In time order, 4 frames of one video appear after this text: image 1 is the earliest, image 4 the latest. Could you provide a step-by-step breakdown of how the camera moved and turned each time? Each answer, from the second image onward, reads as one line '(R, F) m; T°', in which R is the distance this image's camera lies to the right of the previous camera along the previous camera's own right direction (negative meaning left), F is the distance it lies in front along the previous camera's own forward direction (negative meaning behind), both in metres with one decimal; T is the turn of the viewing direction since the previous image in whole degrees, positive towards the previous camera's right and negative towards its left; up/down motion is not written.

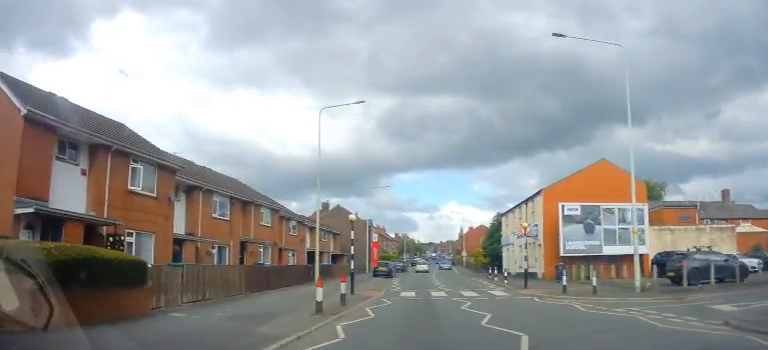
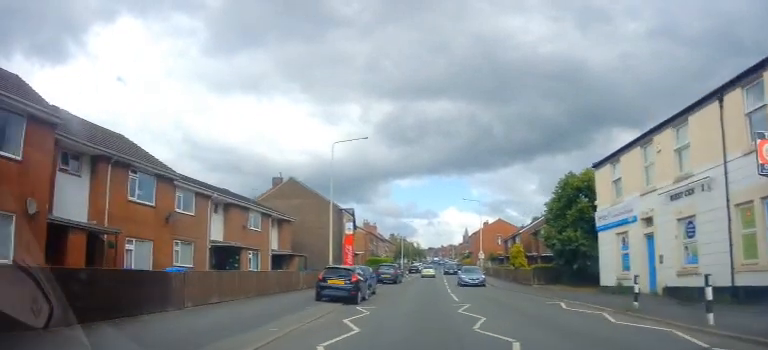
(+0.3, +23.6) m; -2°
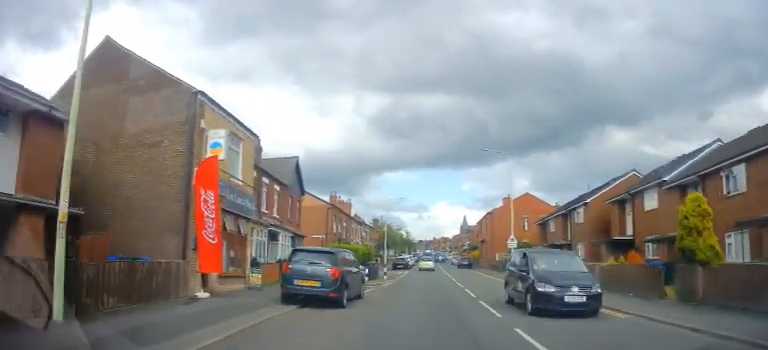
(+0.1, +25.4) m; +3°
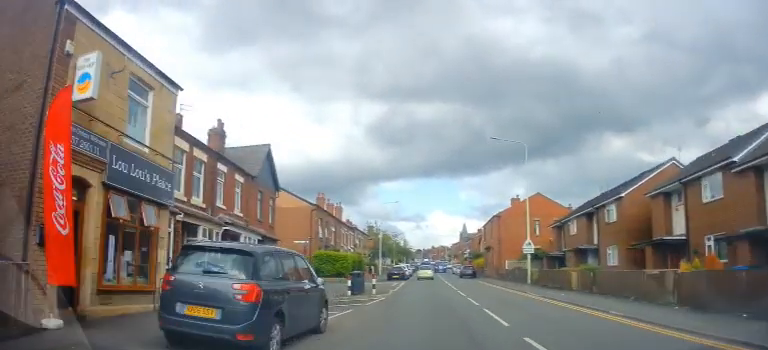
(0.0, +6.0) m; 0°
